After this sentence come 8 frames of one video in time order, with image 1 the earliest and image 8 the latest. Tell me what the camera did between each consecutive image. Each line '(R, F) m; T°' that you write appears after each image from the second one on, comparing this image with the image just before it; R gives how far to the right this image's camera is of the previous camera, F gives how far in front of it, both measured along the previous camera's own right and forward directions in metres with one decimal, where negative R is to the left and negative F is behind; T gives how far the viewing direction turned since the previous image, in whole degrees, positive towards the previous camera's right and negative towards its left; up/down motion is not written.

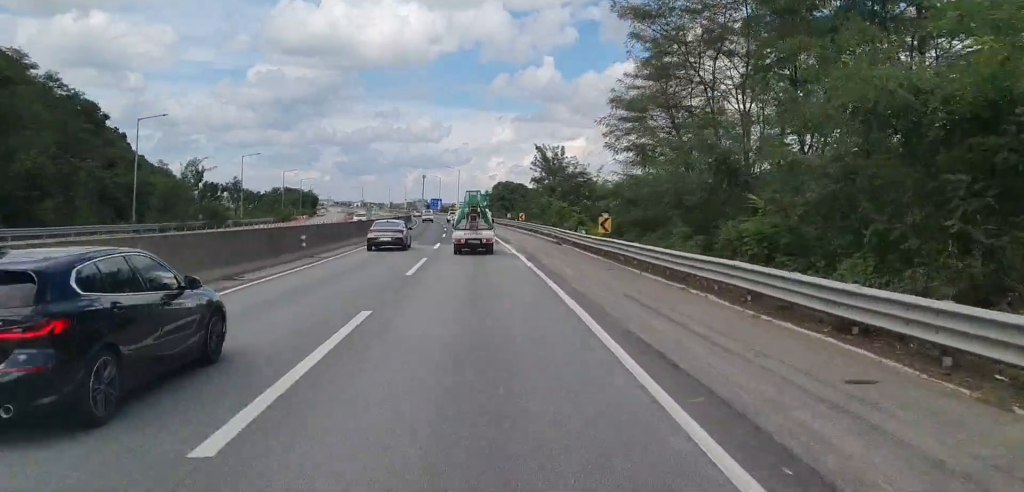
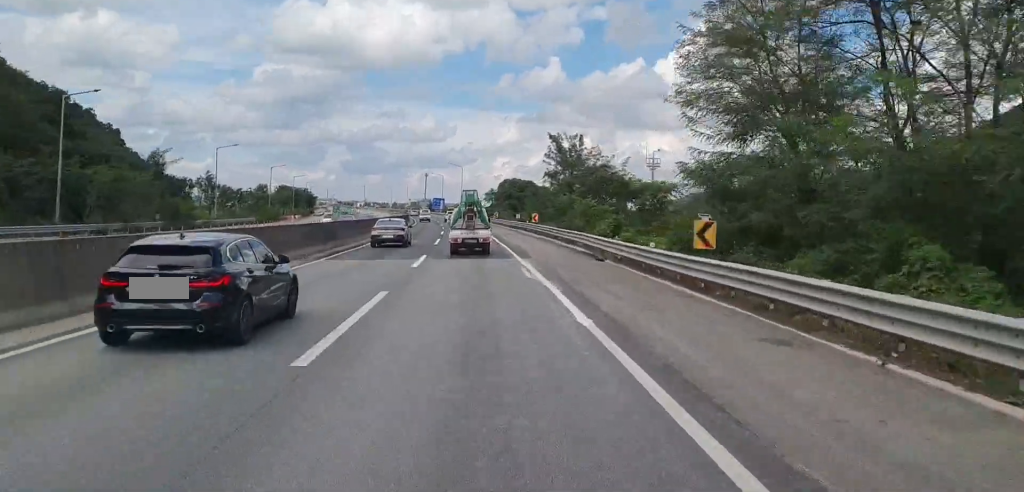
(0.0, +13.3) m; 0°
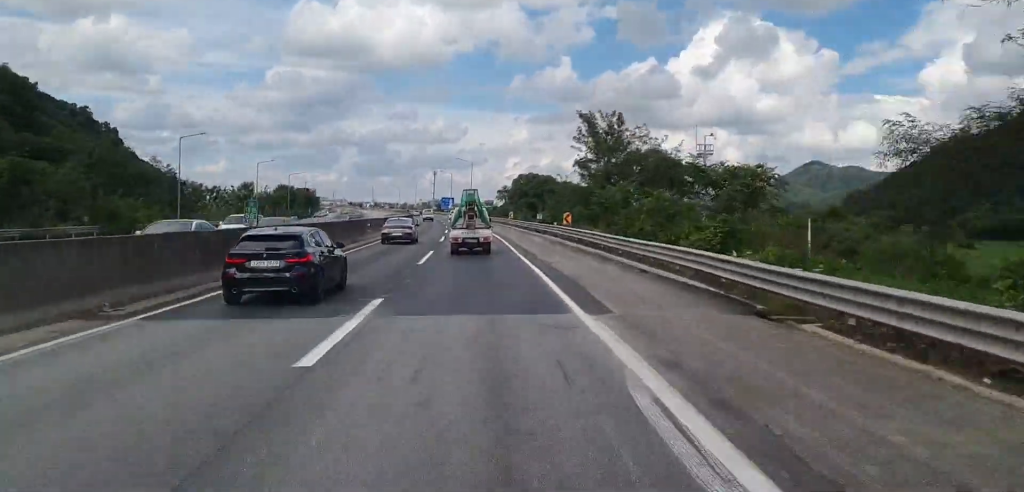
(+0.1, +16.4) m; -1°
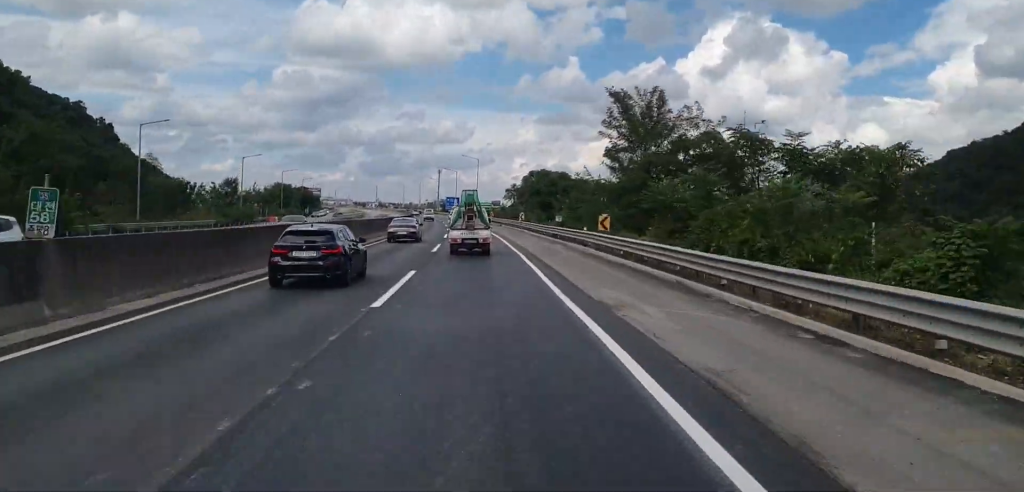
(-0.1, +11.8) m; -1°
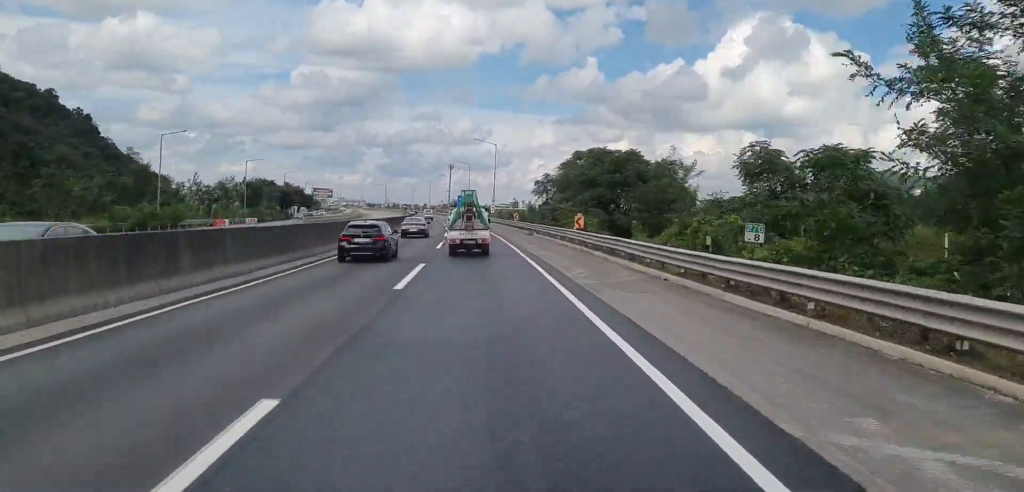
(-0.4, +36.1) m; -1°
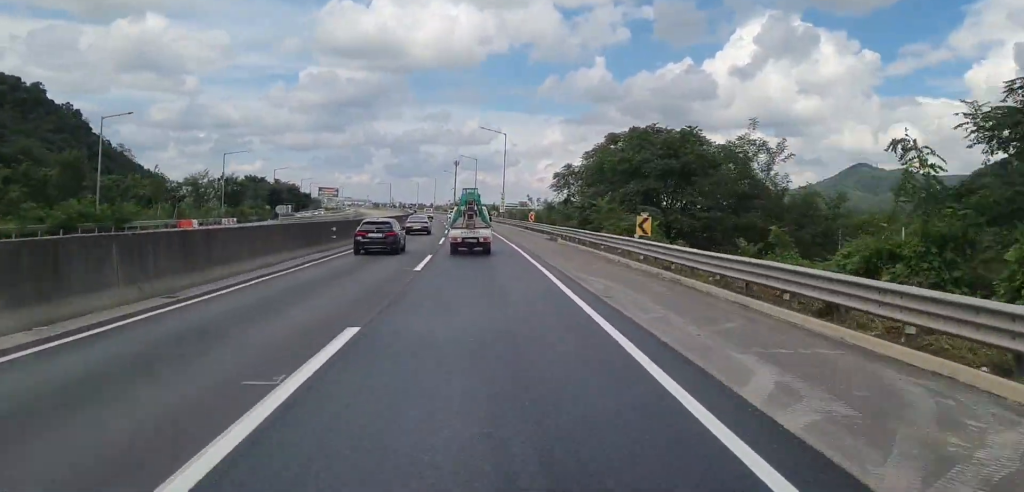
(-0.1, +15.0) m; -1°
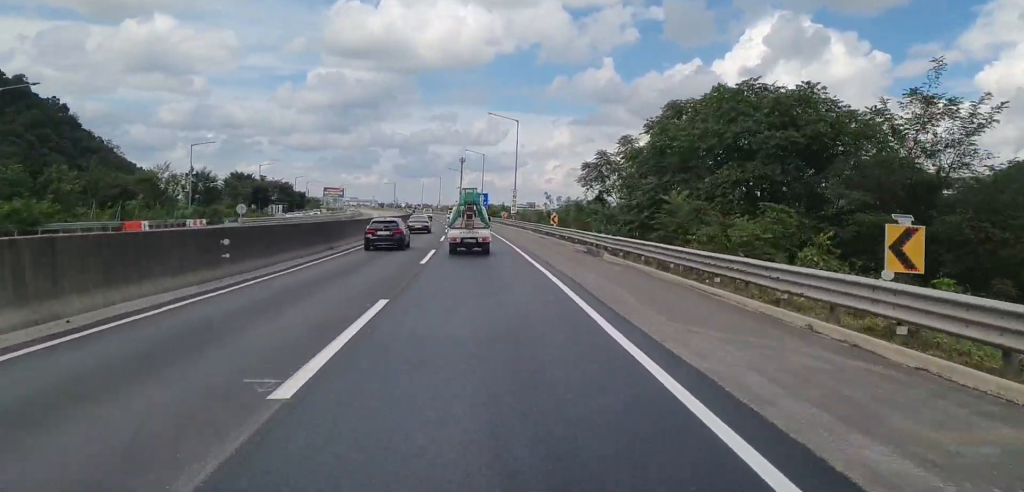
(-0.1, +15.9) m; -1°
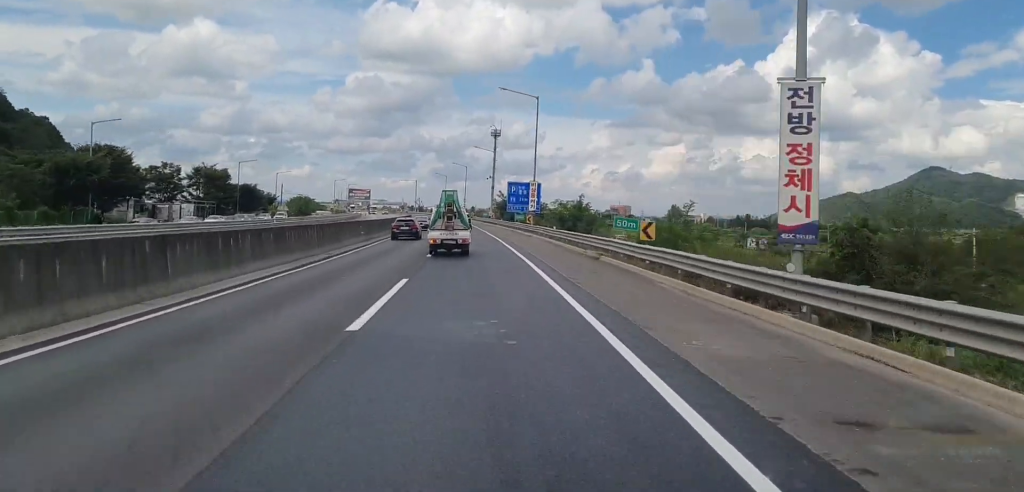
(-1.8, +72.8) m; -2°
